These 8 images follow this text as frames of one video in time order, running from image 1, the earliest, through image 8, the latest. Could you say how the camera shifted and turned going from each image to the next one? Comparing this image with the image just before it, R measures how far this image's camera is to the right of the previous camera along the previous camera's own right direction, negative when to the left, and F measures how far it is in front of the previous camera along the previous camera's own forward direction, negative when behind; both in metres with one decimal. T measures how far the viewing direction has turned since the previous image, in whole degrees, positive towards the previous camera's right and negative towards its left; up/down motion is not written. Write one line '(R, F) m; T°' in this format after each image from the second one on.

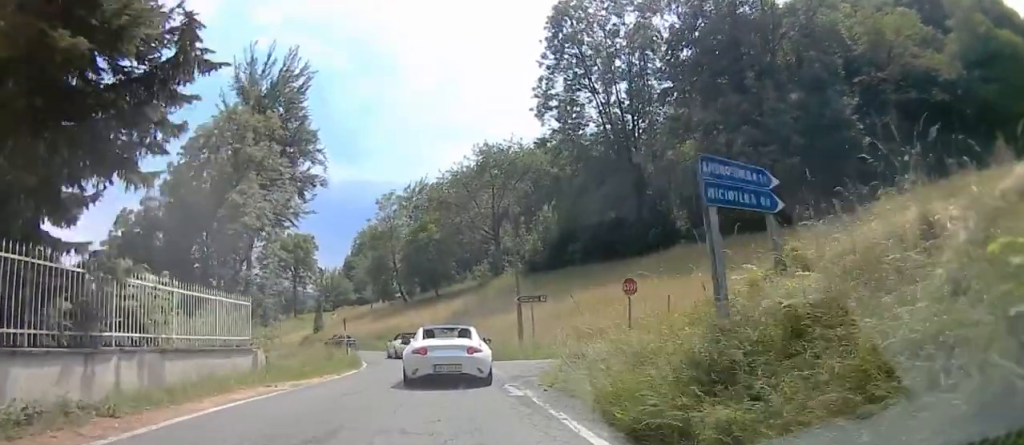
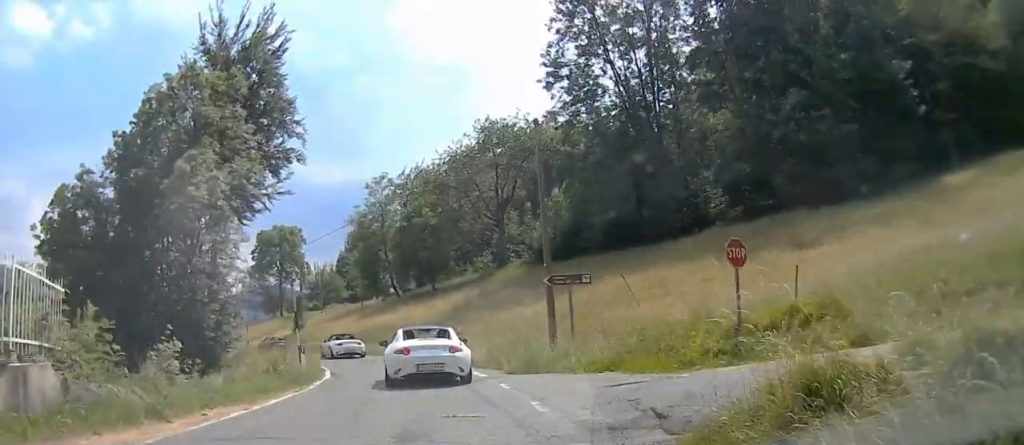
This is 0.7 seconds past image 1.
(0.0, +9.7) m; 0°
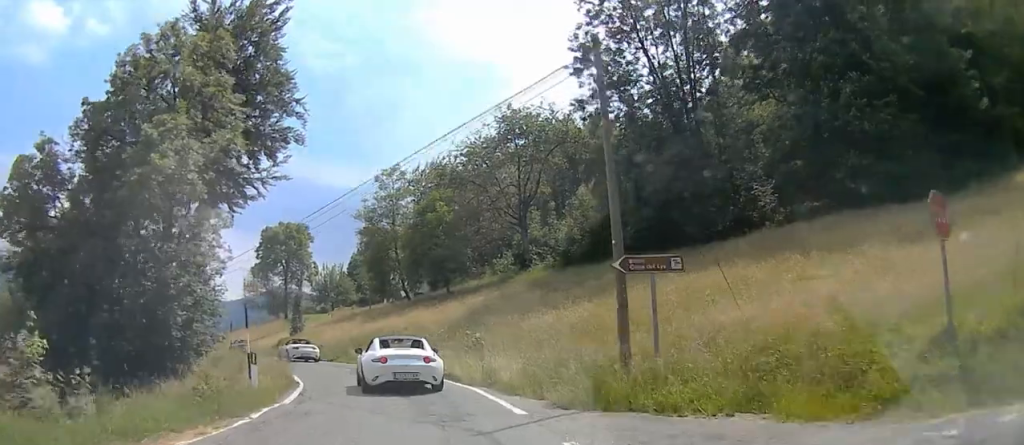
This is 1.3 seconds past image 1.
(0.0, +8.1) m; -1°
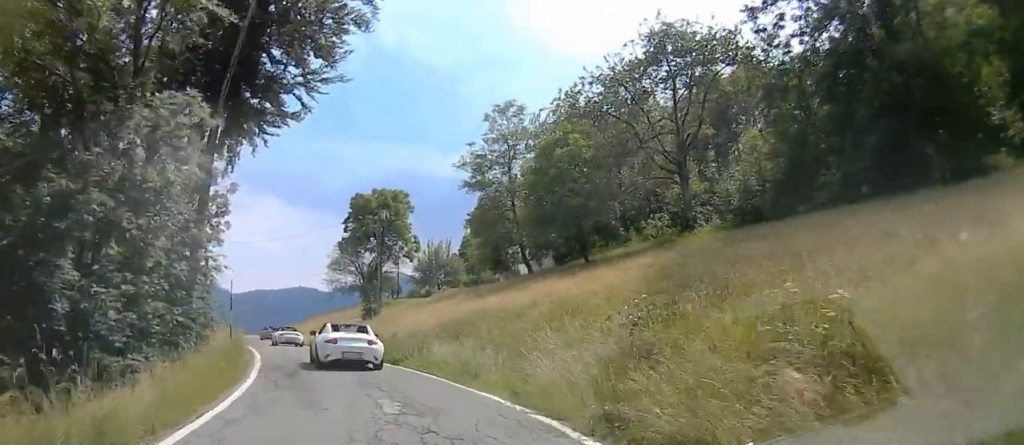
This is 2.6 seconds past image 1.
(-1.0, +19.8) m; -15°
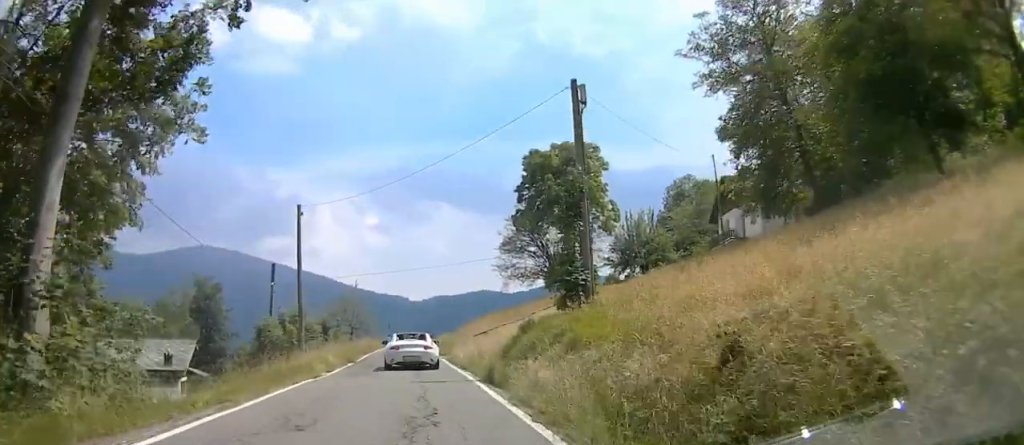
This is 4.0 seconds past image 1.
(-5.9, +23.0) m; -22°
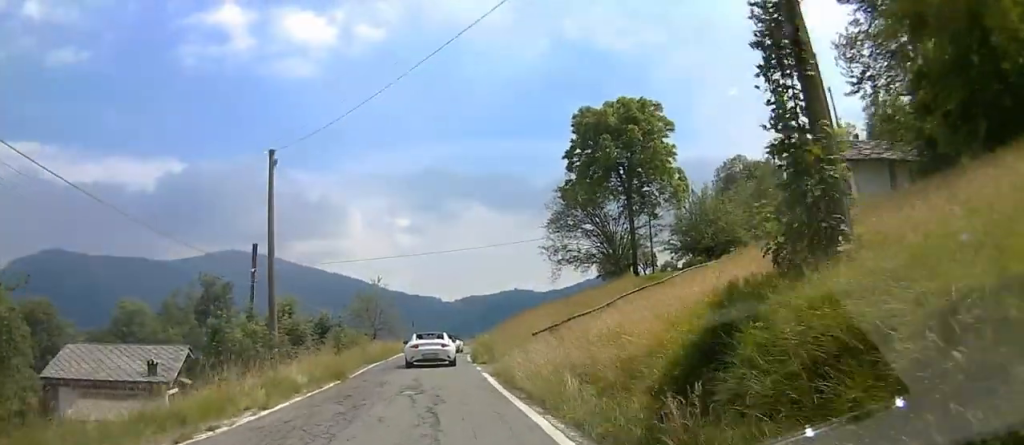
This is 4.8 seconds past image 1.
(+0.1, +12.3) m; -2°
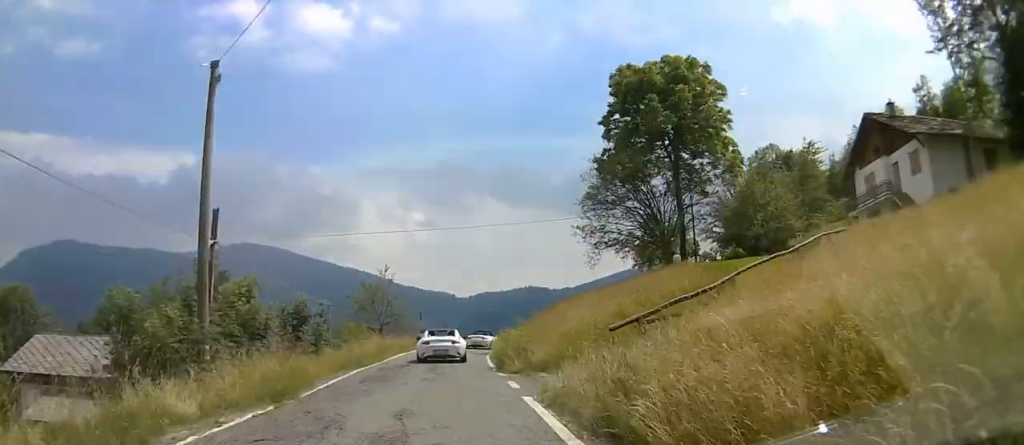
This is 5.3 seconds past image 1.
(-0.2, +7.8) m; -3°
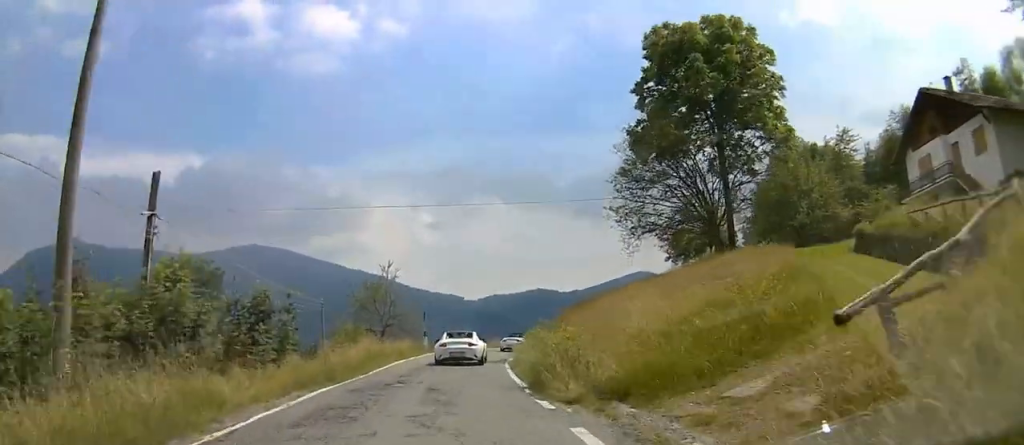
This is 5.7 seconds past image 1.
(-0.2, +5.7) m; -2°
